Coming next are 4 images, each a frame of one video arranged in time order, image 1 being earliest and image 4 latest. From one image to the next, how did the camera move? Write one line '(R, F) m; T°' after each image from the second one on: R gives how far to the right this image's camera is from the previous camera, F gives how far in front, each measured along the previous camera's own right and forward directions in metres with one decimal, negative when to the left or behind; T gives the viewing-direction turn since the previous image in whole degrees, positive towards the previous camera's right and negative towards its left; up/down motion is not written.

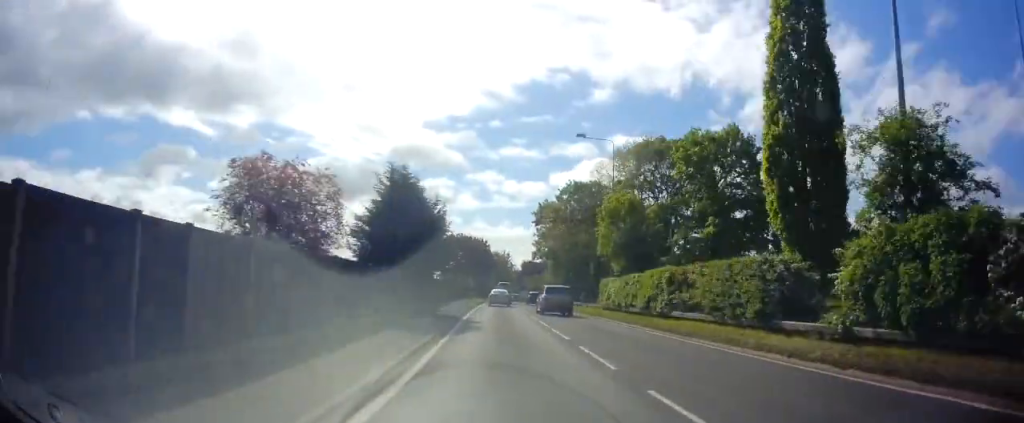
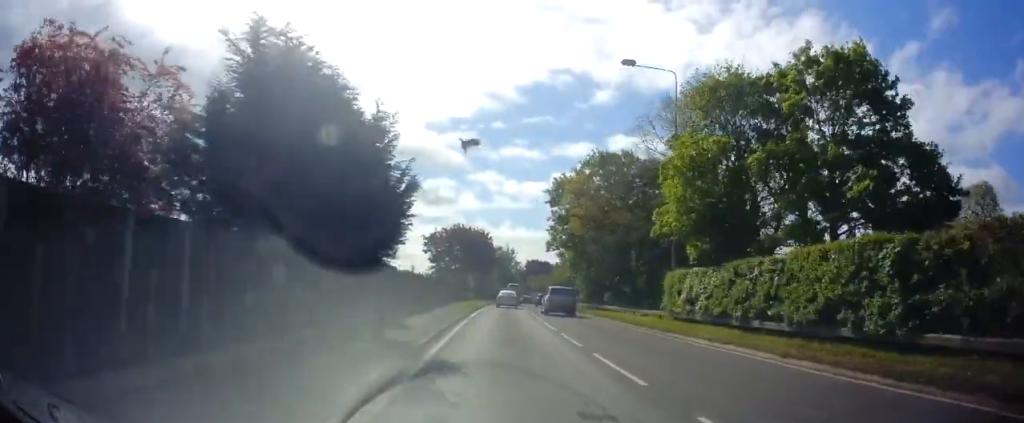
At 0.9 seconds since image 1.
(+0.3, +13.8) m; 0°
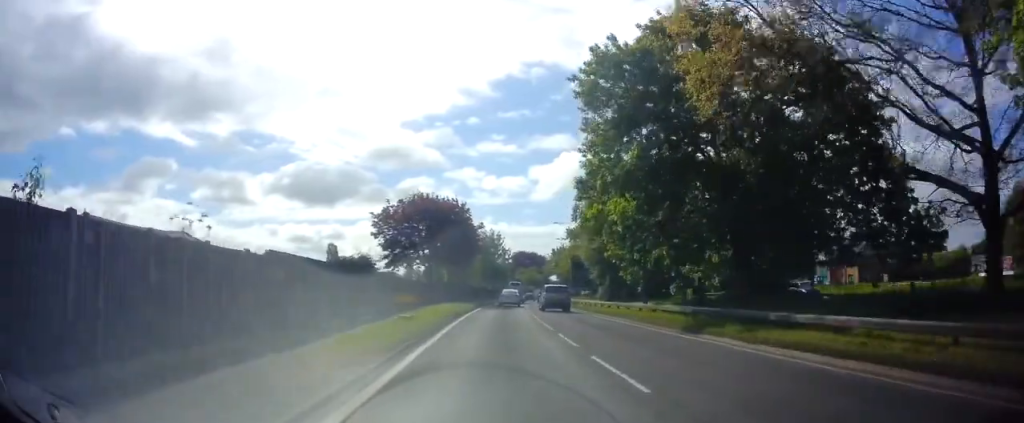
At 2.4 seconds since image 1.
(-0.6, +24.8) m; -1°
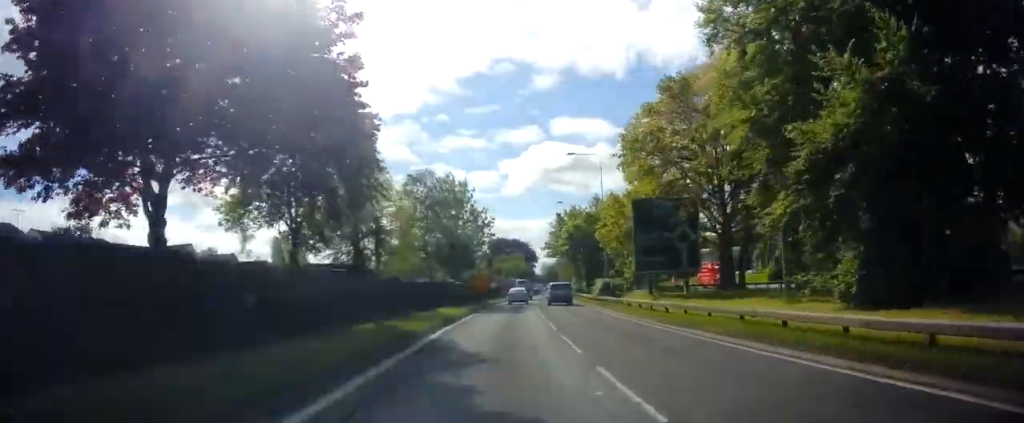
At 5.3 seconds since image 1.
(+1.3, +43.7) m; +2°
